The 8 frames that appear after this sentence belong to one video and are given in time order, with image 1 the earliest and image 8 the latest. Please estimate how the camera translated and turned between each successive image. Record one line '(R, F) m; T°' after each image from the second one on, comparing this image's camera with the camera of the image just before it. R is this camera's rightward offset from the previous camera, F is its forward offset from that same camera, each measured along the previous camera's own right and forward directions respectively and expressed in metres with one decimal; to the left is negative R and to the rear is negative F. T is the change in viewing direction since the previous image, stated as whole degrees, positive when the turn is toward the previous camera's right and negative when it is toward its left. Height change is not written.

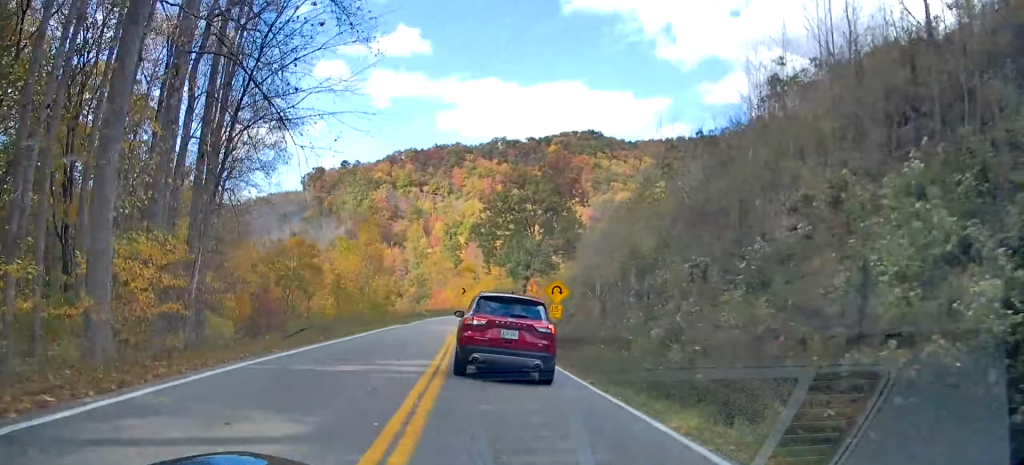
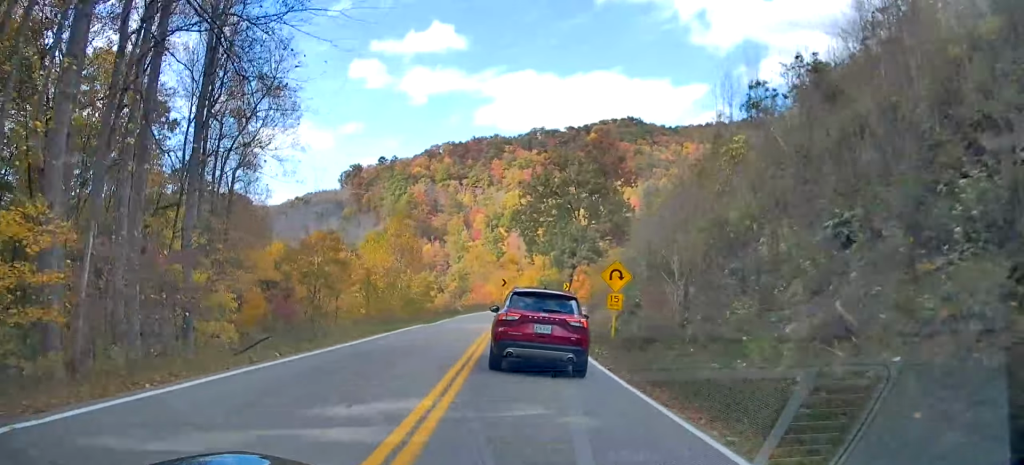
(-0.4, +6.7) m; 0°
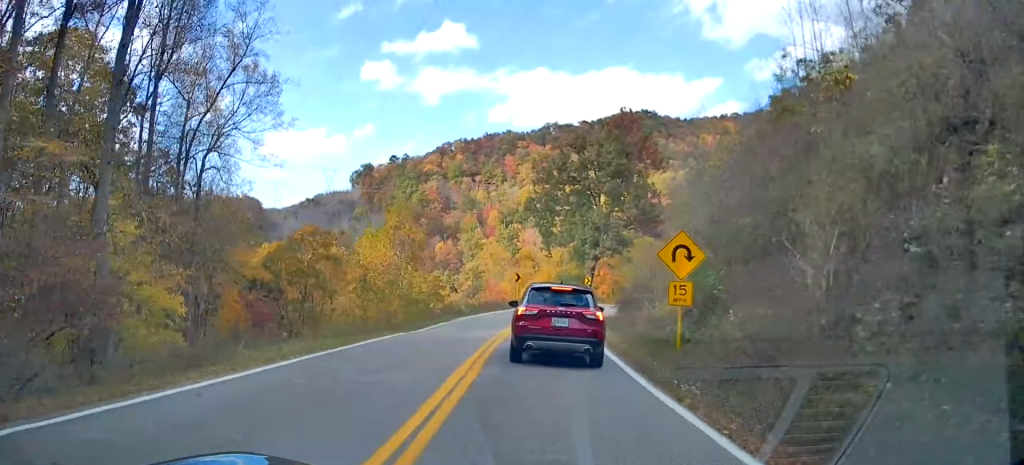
(0.0, +8.3) m; +1°
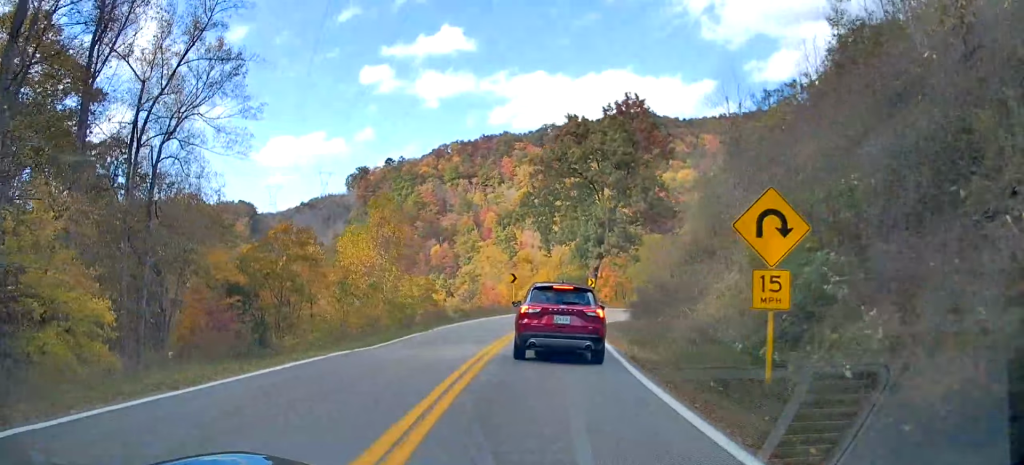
(+0.2, +6.3) m; +2°
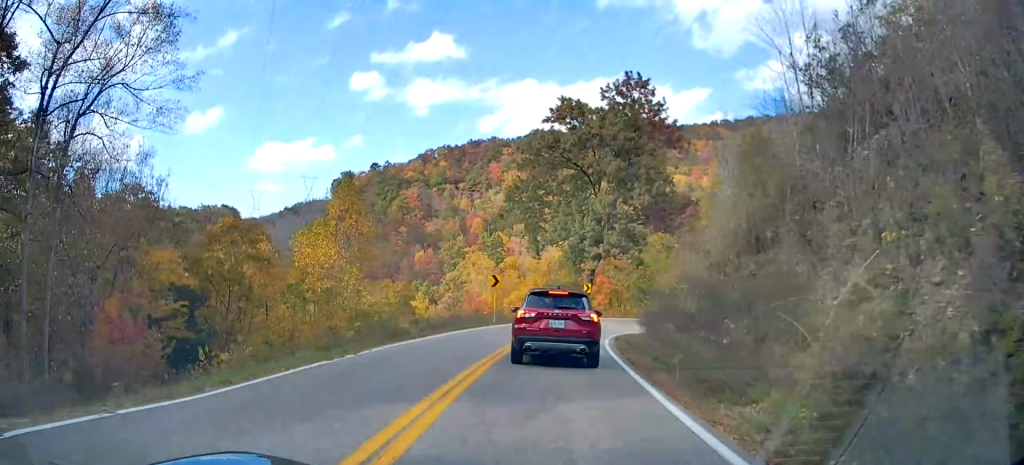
(+0.1, +8.7) m; 0°
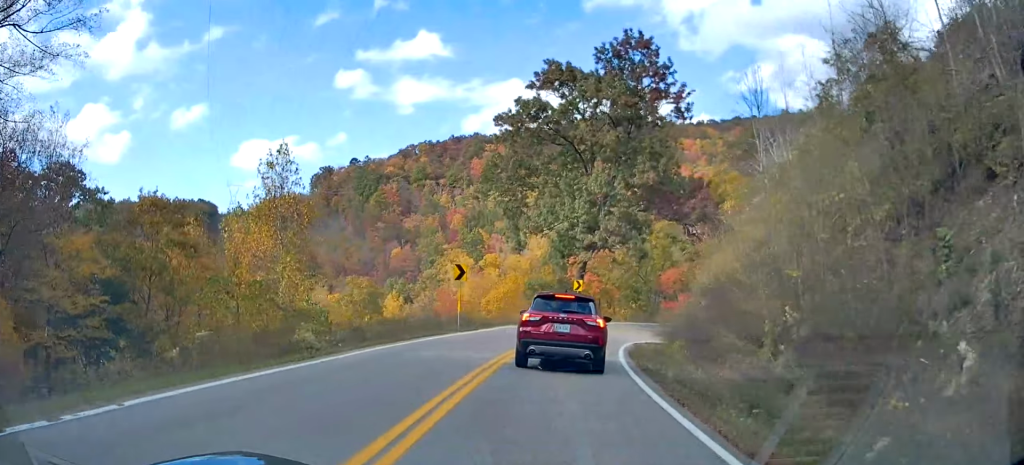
(0.0, +9.4) m; 0°
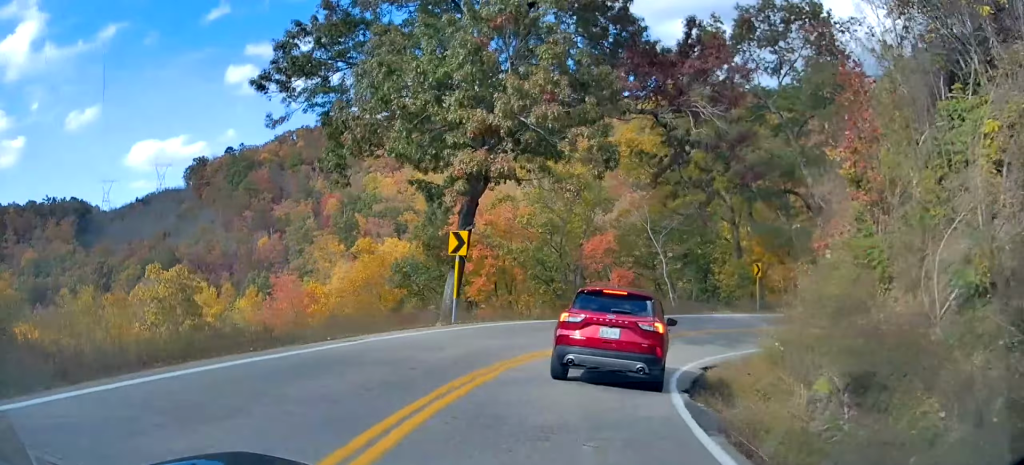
(+0.6, +23.7) m; +10°
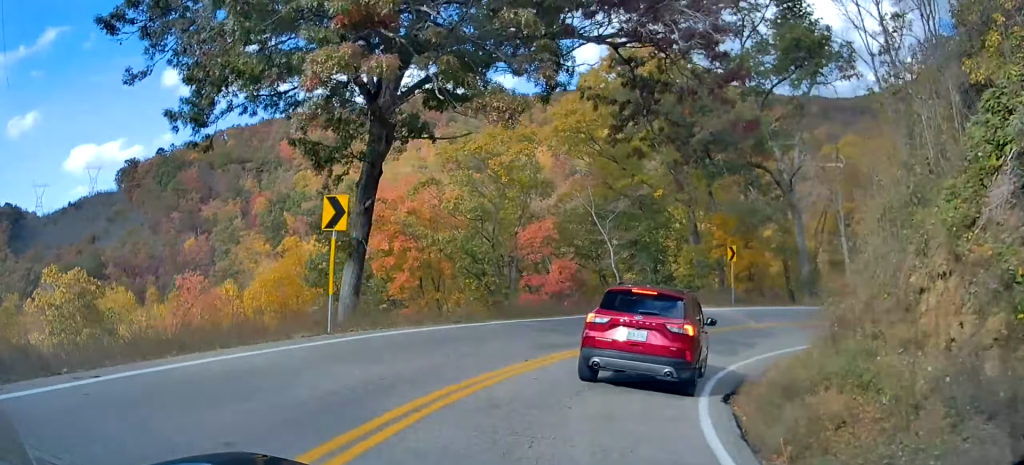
(+0.1, +6.9) m; +9°
